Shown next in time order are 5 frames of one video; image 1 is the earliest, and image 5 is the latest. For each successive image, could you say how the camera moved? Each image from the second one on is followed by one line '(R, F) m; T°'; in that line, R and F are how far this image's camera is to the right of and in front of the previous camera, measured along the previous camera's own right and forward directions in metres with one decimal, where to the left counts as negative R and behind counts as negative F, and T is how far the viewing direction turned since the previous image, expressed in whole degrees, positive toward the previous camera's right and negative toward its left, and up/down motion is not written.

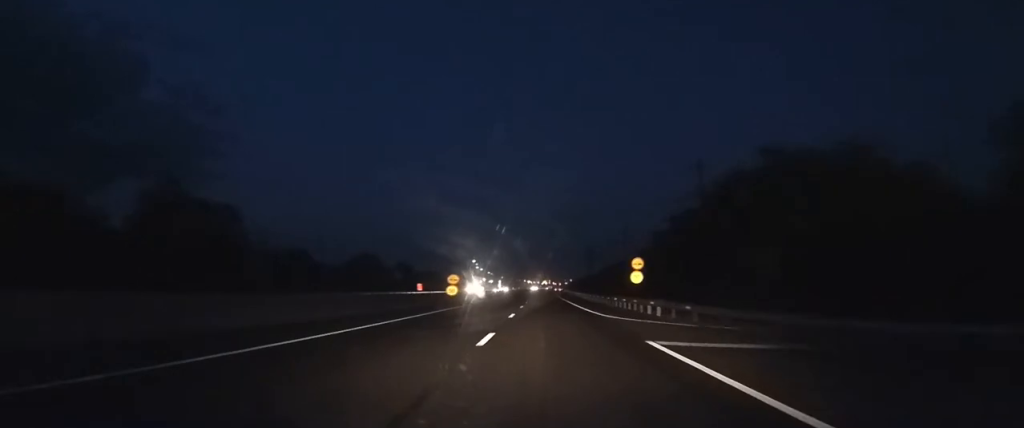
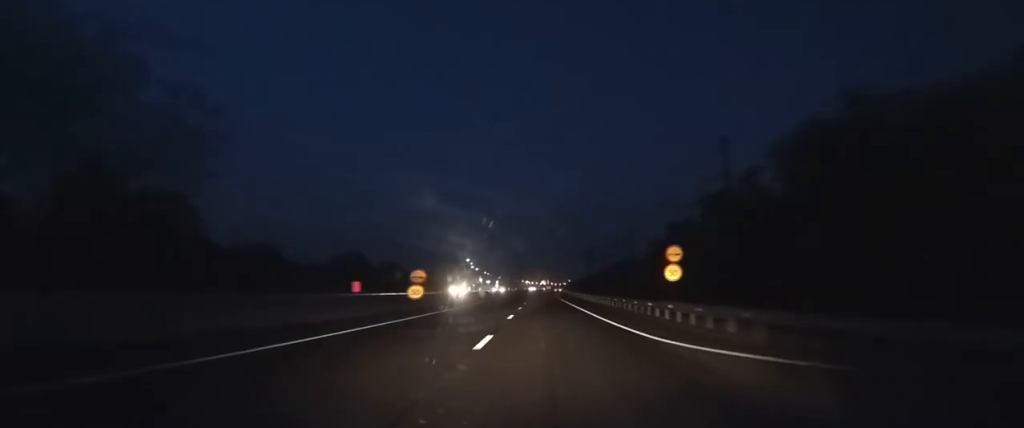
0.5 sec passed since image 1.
(0.0, +12.0) m; 0°
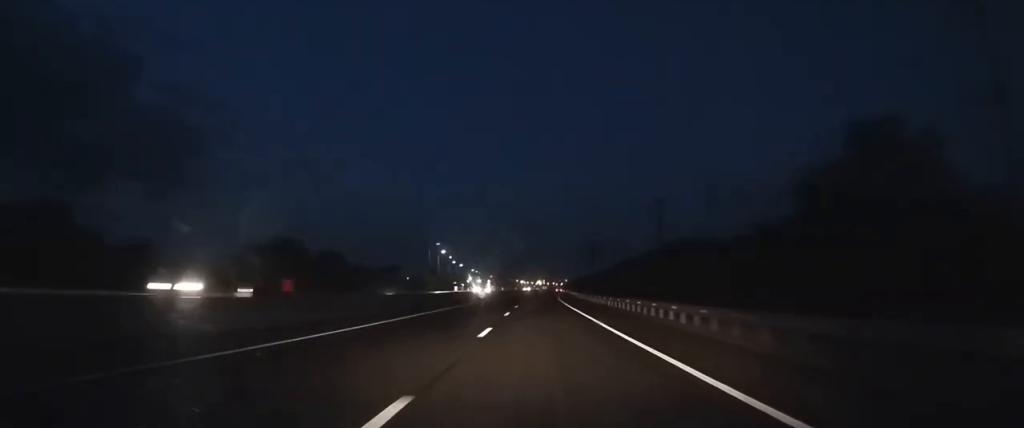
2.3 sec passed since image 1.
(+0.2, +41.0) m; +1°
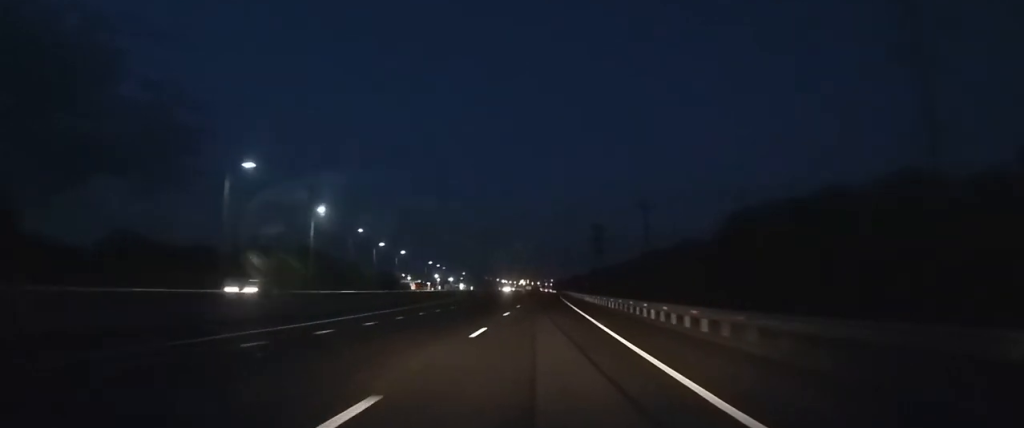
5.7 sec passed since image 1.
(+1.5, +81.6) m; +2°
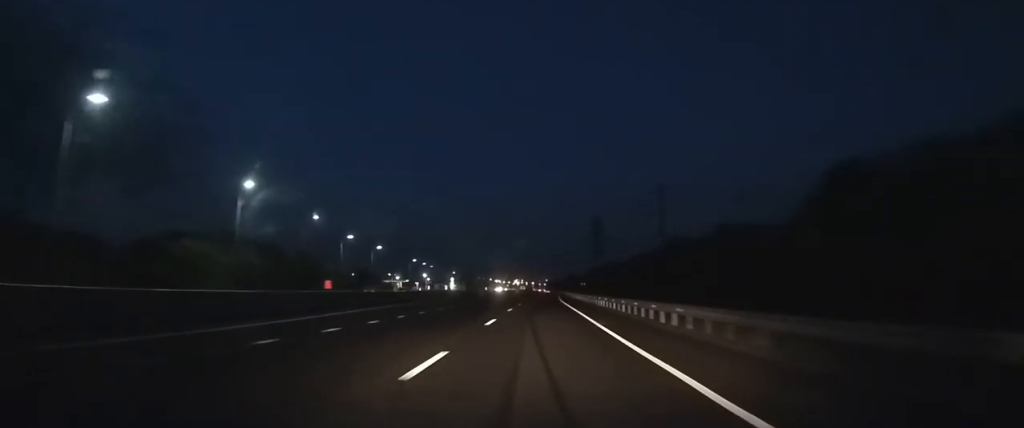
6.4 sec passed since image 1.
(+0.1, +21.9) m; 0°
